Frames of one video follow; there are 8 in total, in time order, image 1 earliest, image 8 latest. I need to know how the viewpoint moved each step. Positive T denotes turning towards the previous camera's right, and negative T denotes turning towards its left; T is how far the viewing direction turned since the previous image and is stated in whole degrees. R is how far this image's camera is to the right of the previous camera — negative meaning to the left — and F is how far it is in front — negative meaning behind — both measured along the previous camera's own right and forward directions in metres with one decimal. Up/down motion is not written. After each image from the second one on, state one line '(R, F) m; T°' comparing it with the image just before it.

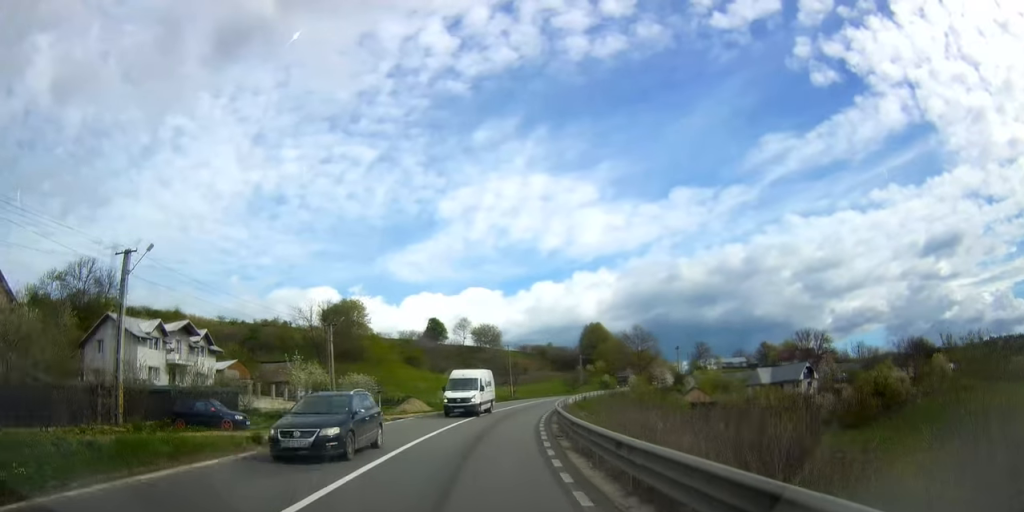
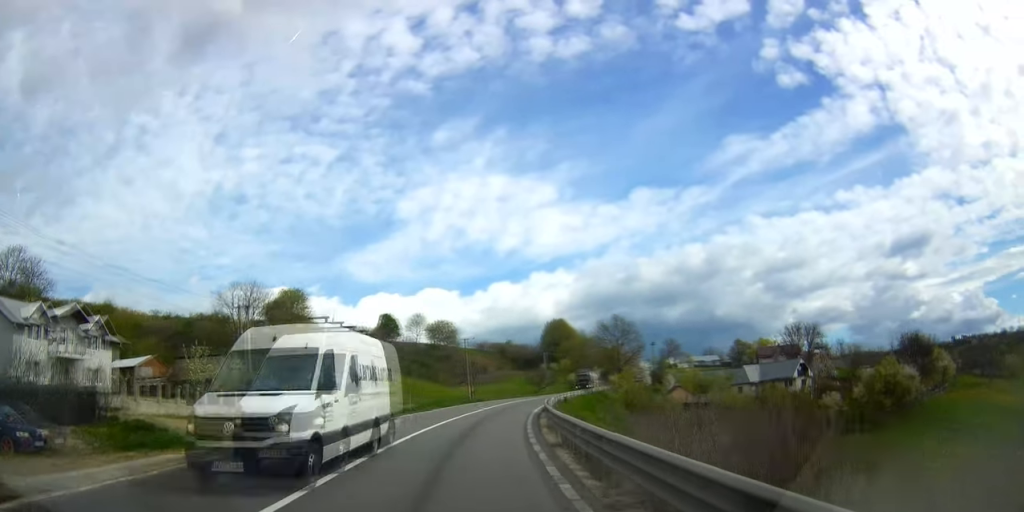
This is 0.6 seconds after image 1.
(+0.1, +12.9) m; +3°
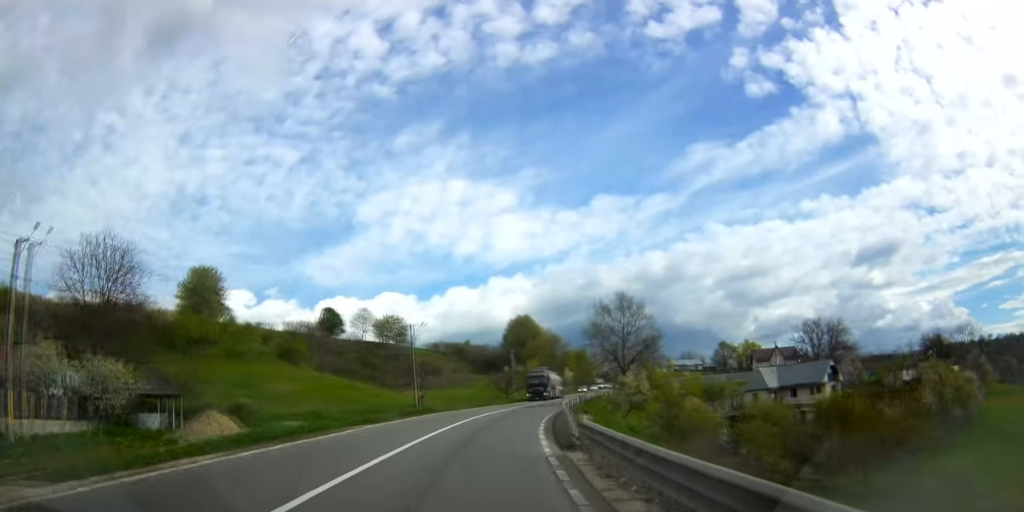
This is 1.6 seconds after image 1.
(+1.0, +22.0) m; +6°
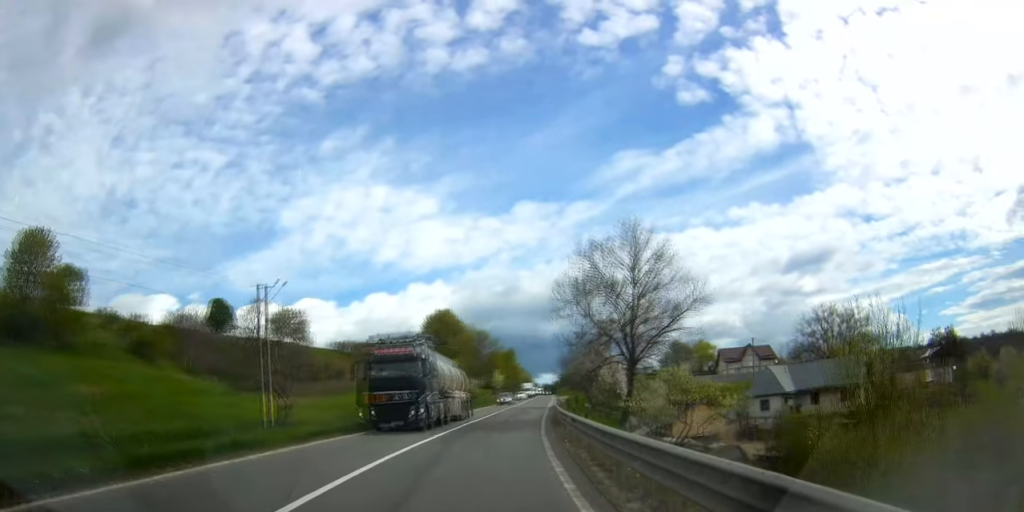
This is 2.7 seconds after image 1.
(+1.4, +24.6) m; +7°
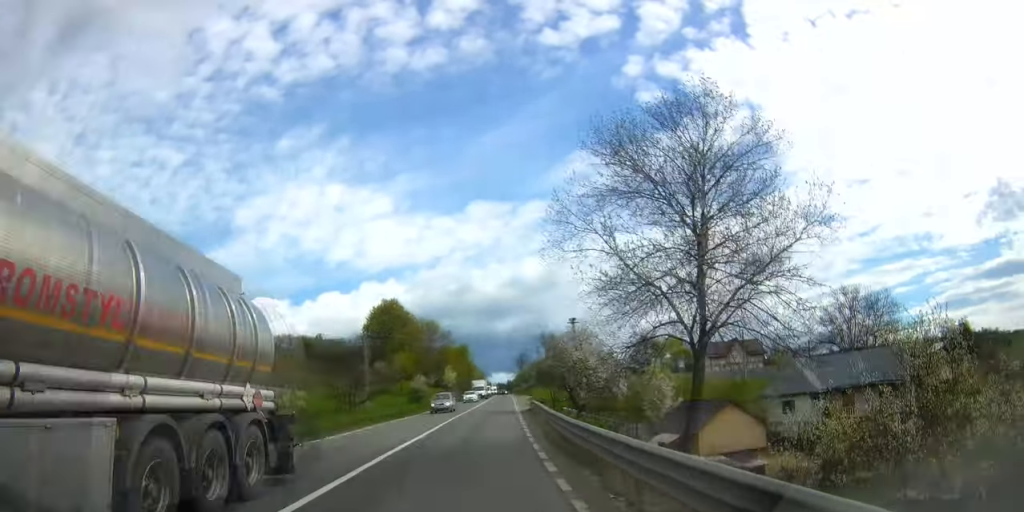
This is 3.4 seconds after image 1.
(+0.8, +14.3) m; +5°
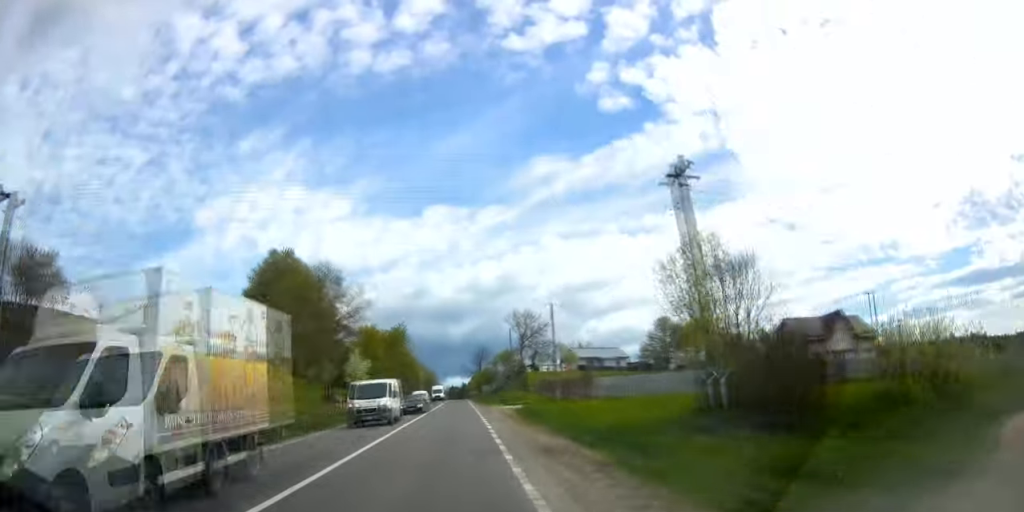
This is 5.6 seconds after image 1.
(+4.9, +45.5) m; +11°
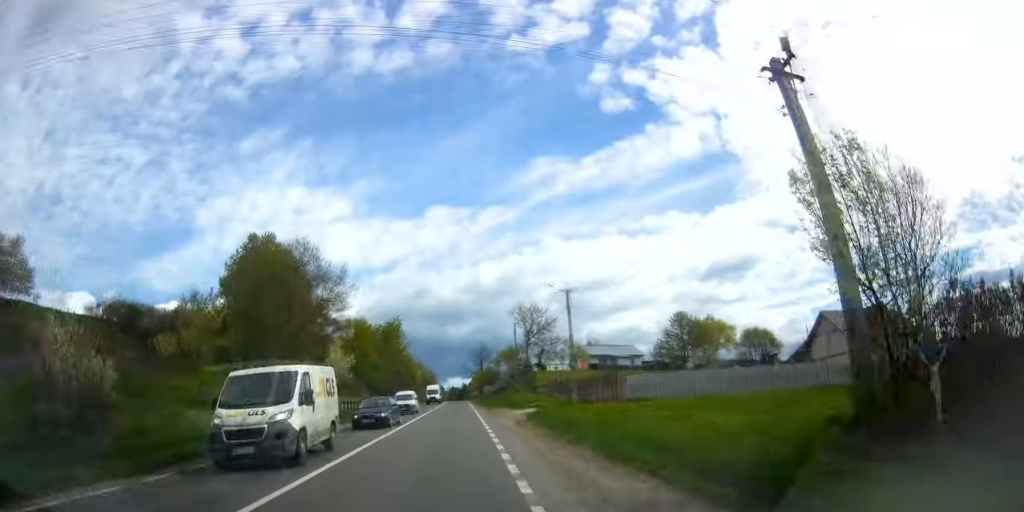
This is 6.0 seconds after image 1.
(+0.2, +8.2) m; +2°
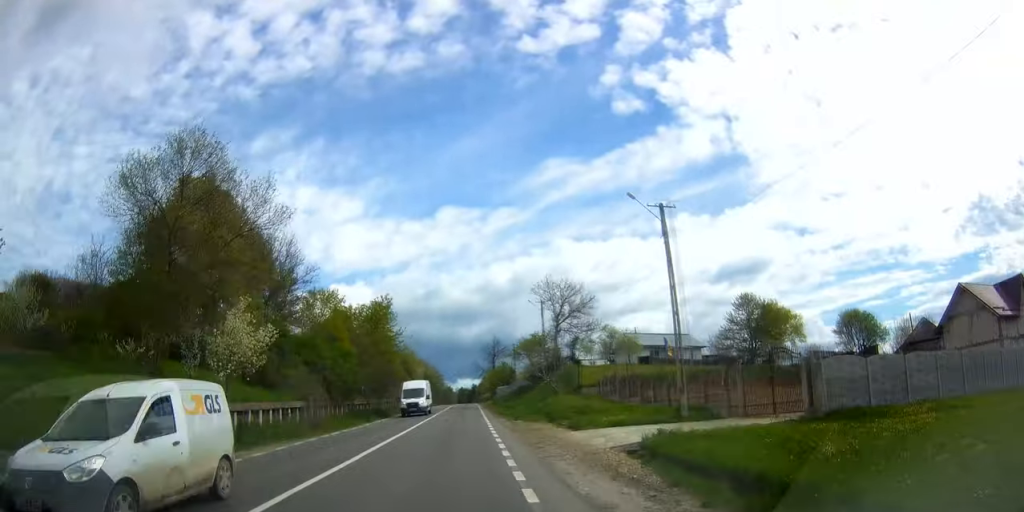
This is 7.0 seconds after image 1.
(+0.8, +20.6) m; +3°
